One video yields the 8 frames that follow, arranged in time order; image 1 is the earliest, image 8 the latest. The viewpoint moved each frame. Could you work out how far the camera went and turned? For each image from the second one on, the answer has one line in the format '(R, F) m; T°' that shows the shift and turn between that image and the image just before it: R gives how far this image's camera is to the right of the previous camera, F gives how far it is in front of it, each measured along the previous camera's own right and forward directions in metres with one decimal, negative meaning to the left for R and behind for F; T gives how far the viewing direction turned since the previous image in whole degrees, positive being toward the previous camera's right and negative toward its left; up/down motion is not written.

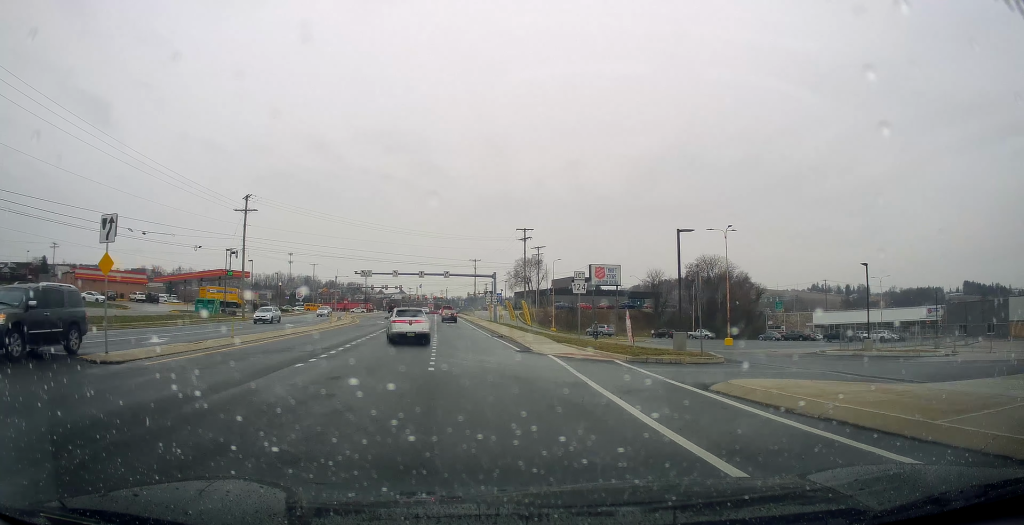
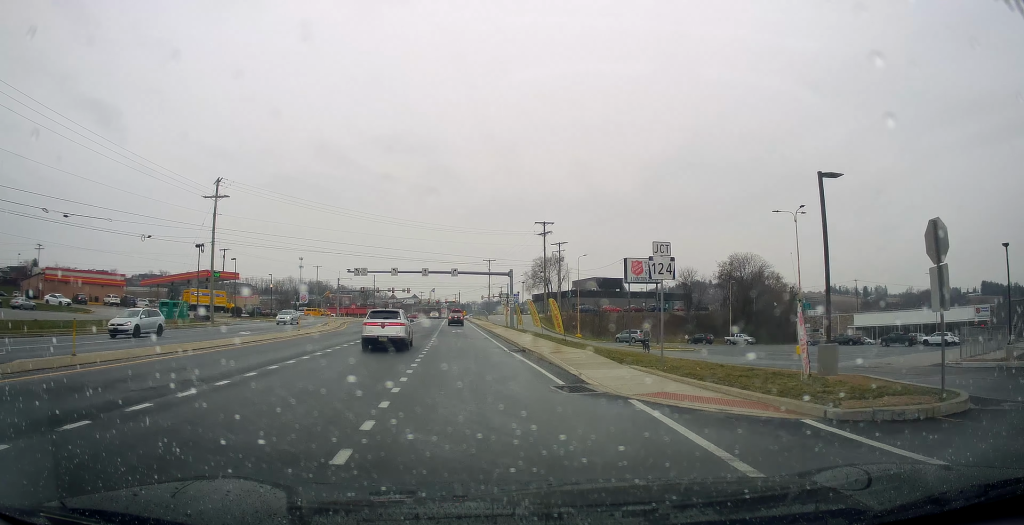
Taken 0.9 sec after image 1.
(+0.2, +12.1) m; 0°
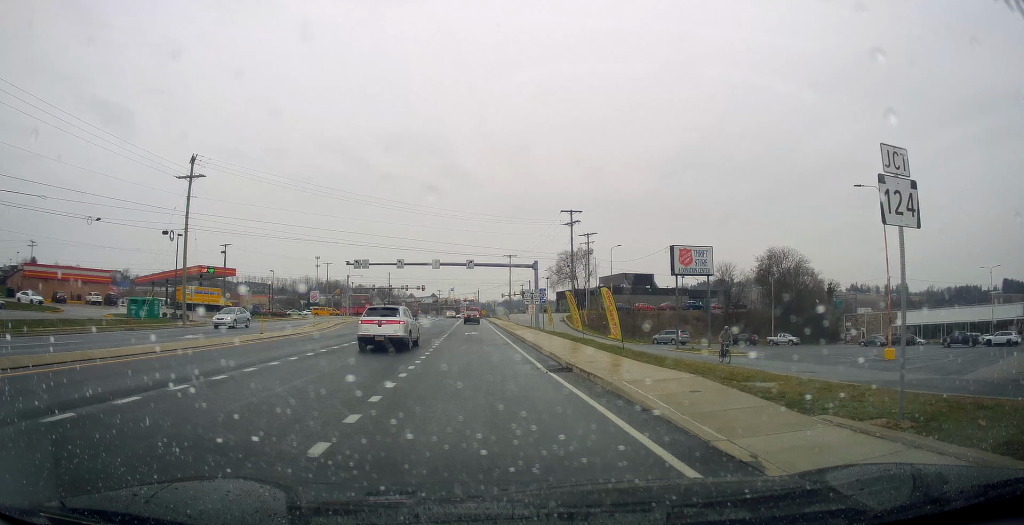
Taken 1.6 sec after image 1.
(0.0, +9.7) m; -1°
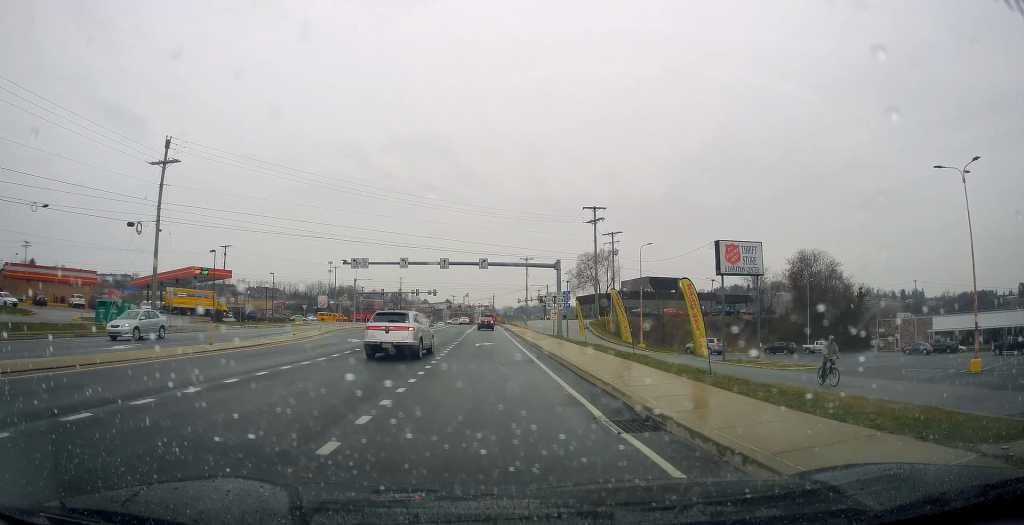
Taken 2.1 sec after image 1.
(0.0, +7.3) m; -1°
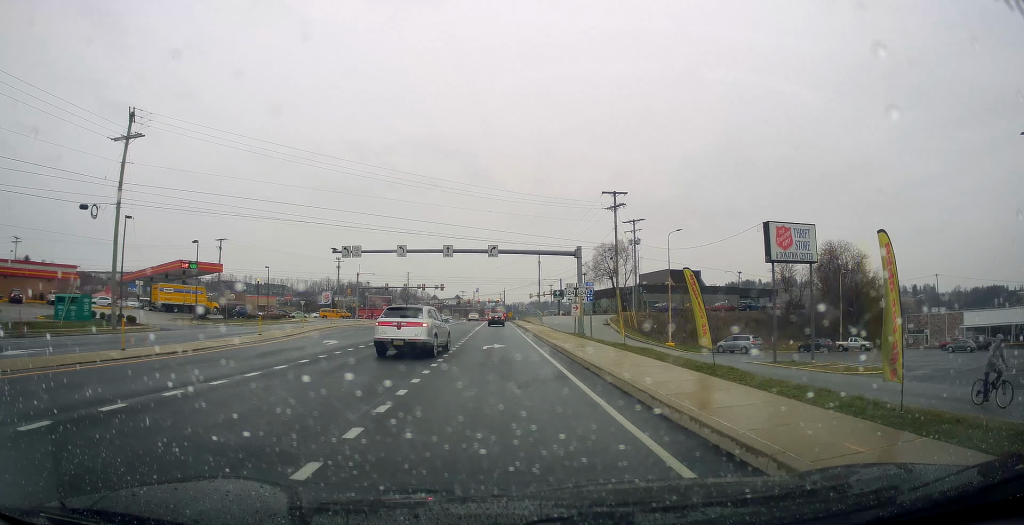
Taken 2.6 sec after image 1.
(-0.2, +6.6) m; -1°
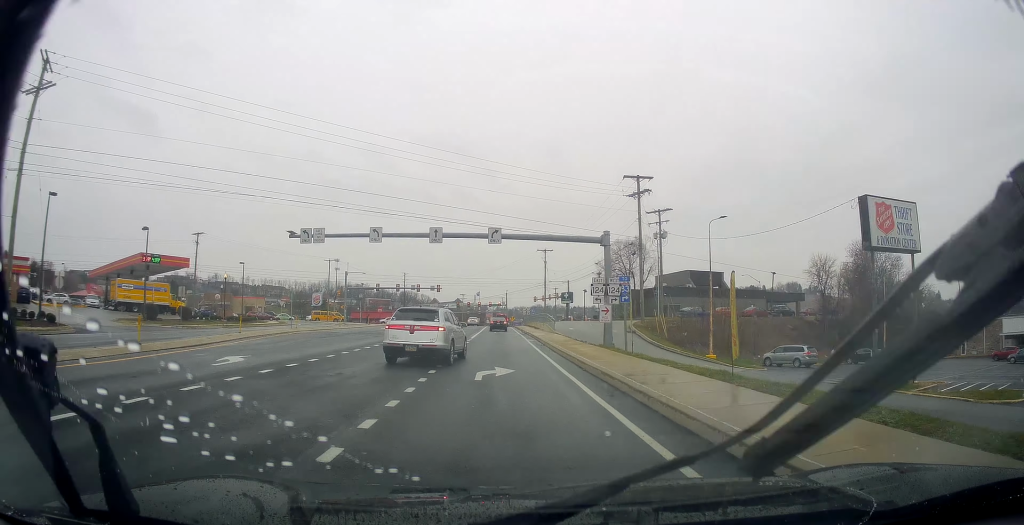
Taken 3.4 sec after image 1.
(-0.2, +10.5) m; -2°
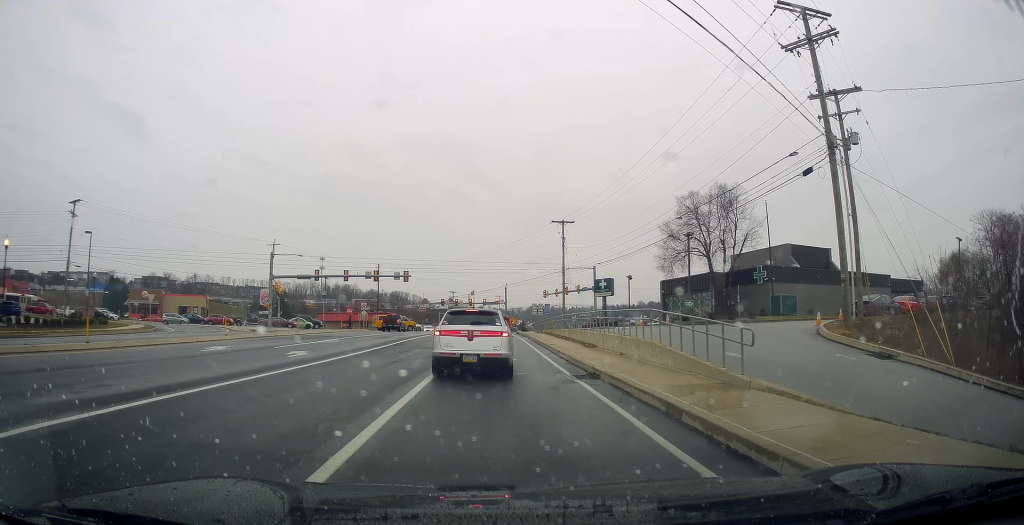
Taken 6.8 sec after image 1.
(-0.3, +41.5) m; -1°
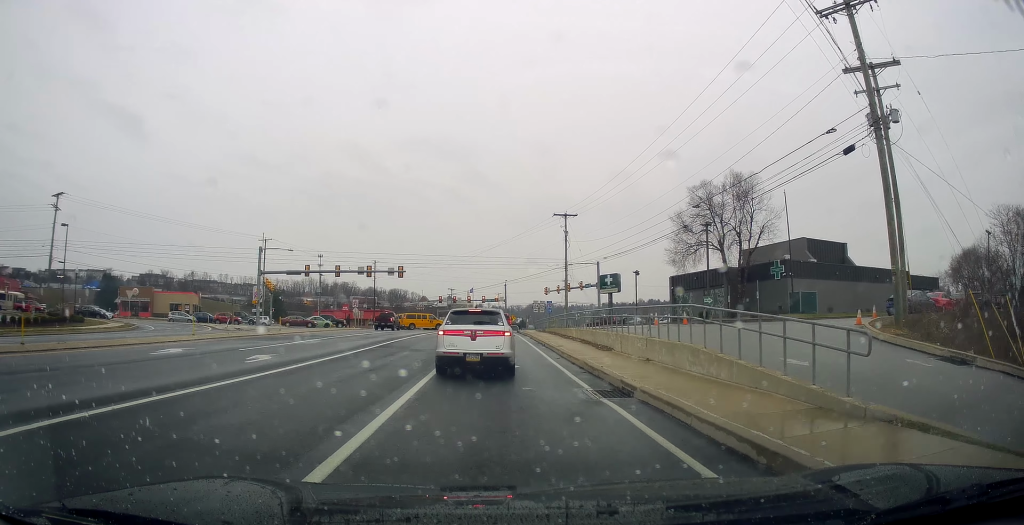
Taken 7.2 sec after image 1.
(-0.2, +4.7) m; +1°
